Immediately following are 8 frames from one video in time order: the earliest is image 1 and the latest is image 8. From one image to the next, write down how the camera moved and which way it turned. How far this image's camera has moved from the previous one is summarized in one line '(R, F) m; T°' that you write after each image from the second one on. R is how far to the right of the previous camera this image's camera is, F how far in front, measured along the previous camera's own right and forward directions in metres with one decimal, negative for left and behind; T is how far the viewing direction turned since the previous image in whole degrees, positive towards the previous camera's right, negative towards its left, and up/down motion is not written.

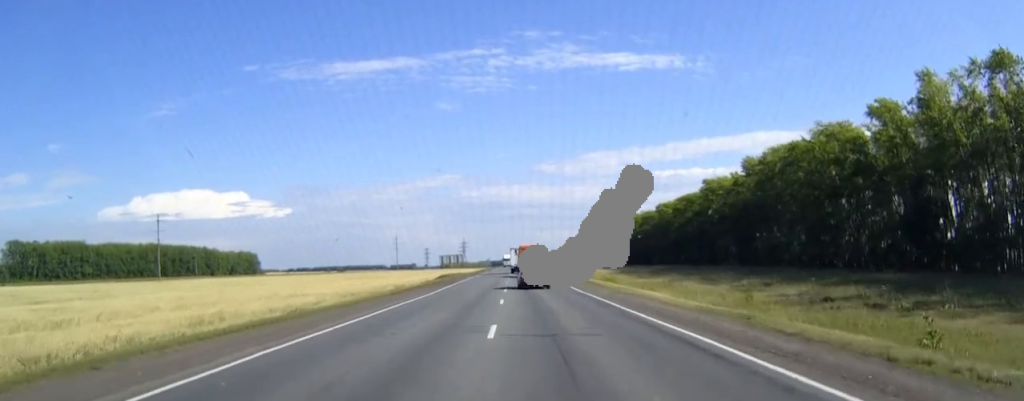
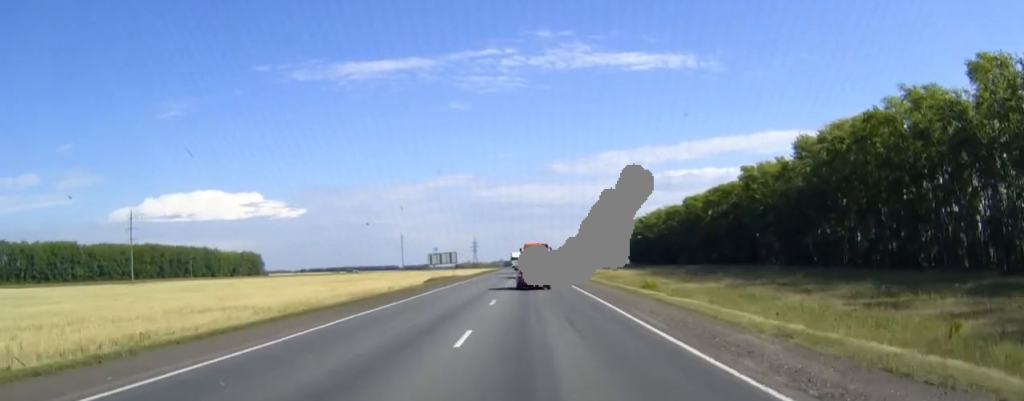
(-0.2, +25.1) m; -1°
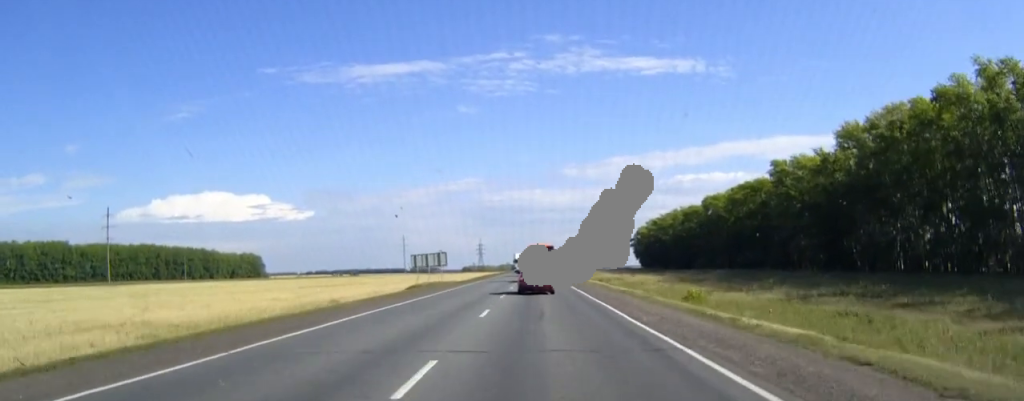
(-0.1, +17.1) m; 0°
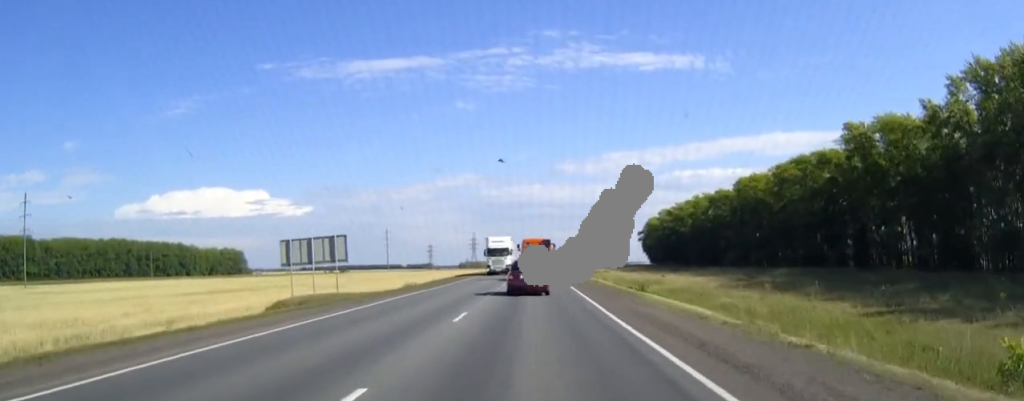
(-0.1, +39.2) m; 0°
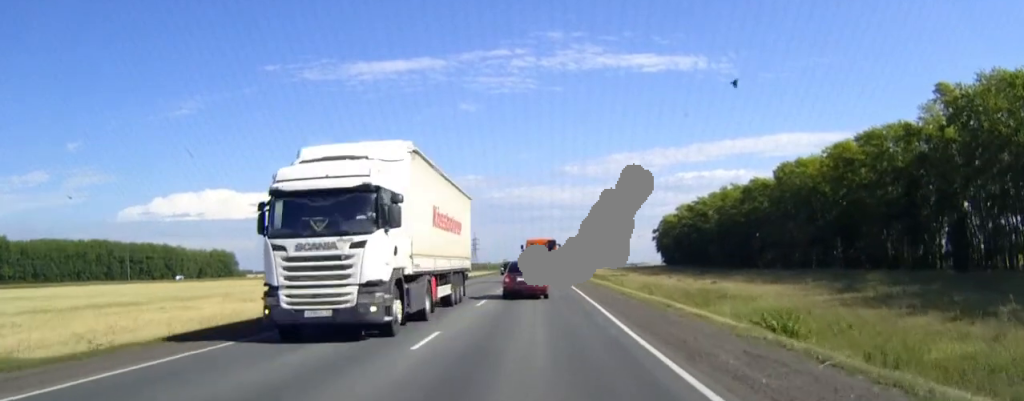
(0.0, +29.2) m; 0°
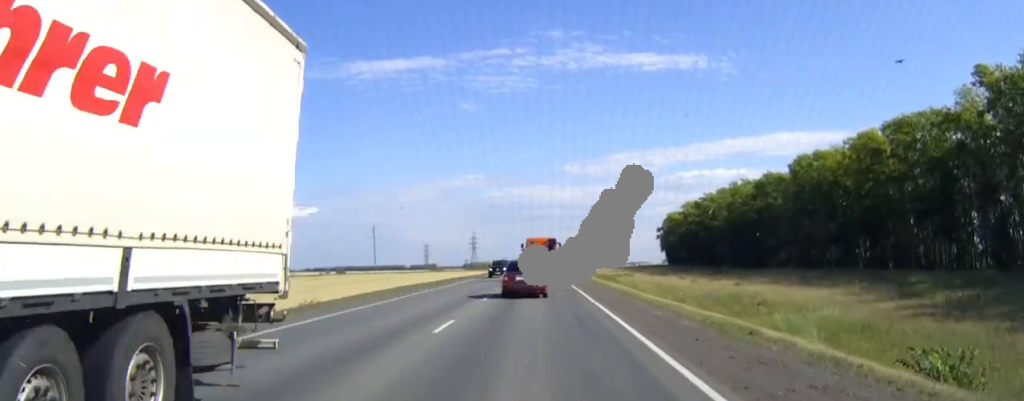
(0.0, +9.8) m; 0°
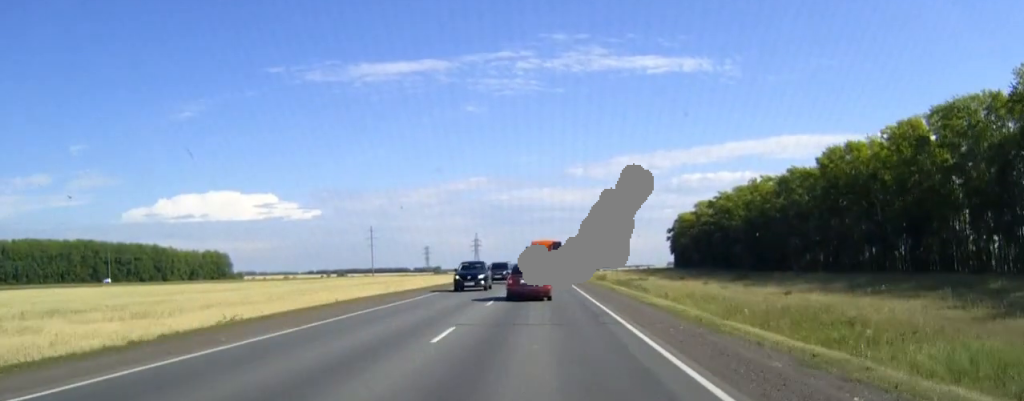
(0.0, +13.2) m; 0°
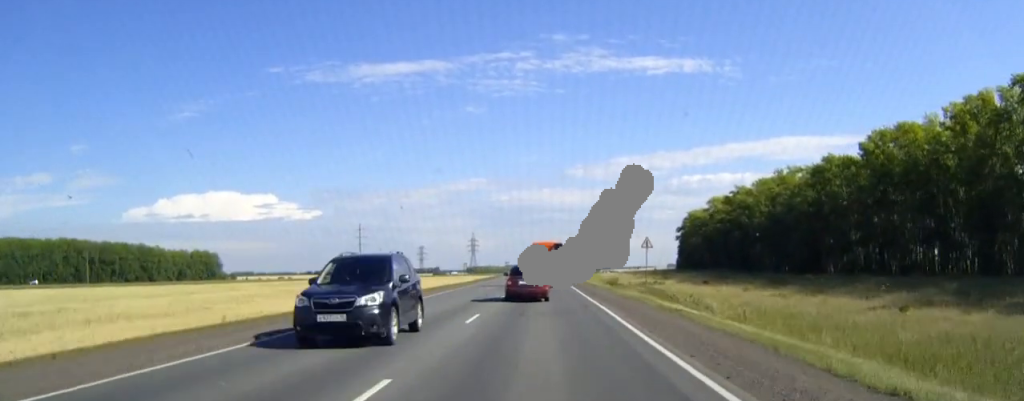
(0.0, +19.3) m; 0°
